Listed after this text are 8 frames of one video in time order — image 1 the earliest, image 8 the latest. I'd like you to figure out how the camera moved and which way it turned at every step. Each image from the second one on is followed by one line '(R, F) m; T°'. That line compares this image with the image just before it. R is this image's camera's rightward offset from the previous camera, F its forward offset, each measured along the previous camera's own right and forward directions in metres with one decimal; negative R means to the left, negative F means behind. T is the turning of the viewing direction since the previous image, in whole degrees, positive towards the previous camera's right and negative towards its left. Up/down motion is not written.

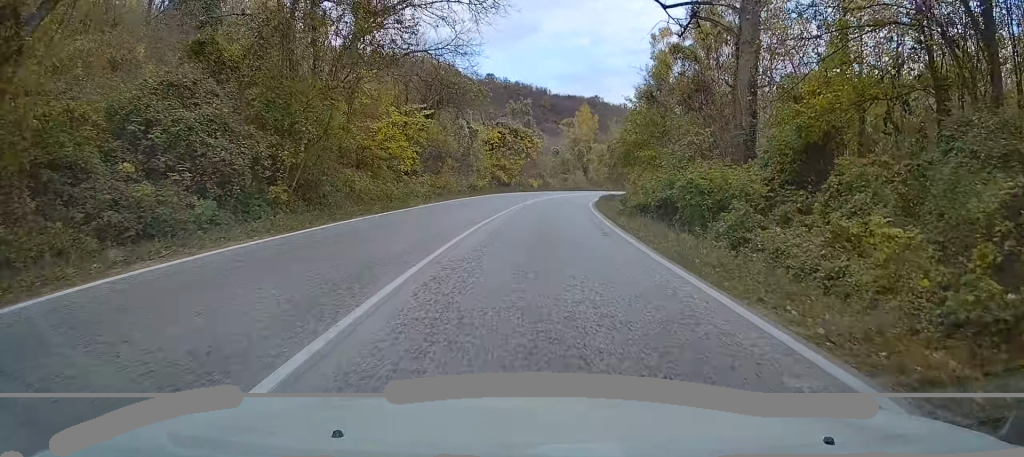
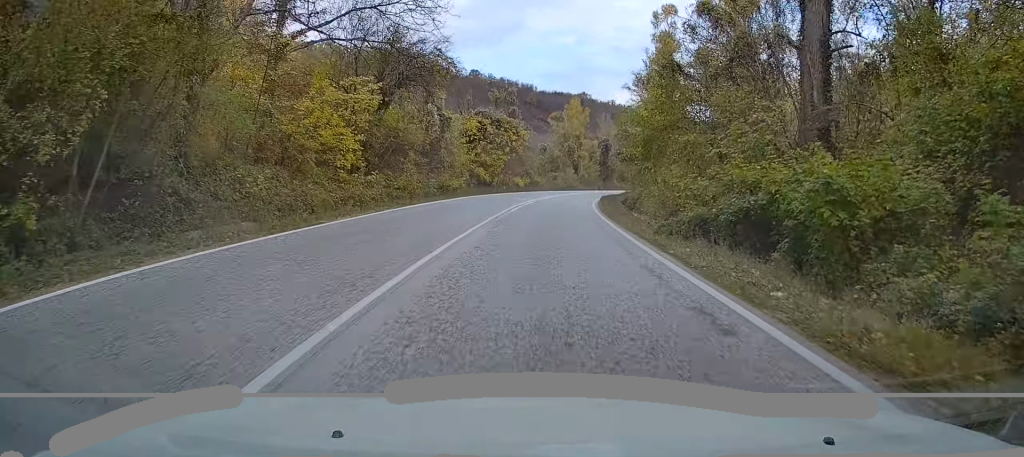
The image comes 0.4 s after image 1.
(-0.2, +10.5) m; +1°
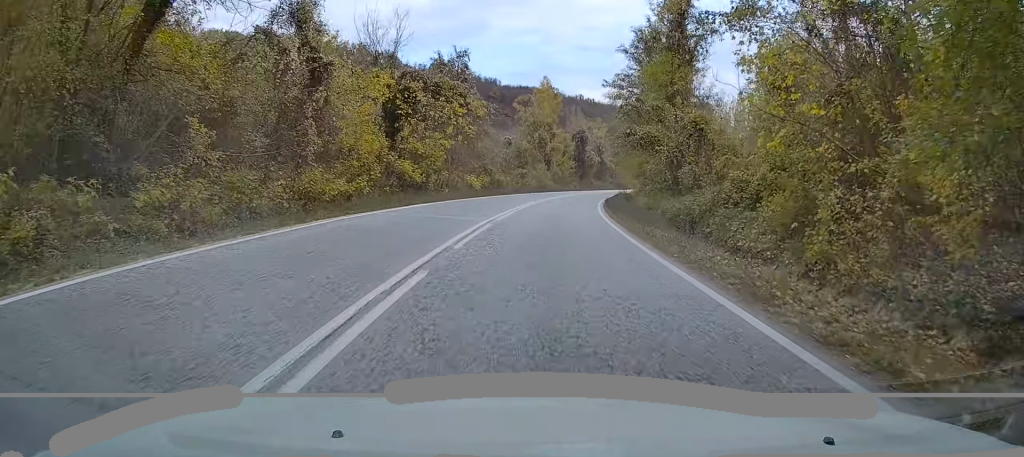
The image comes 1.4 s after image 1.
(+0.5, +22.4) m; +3°
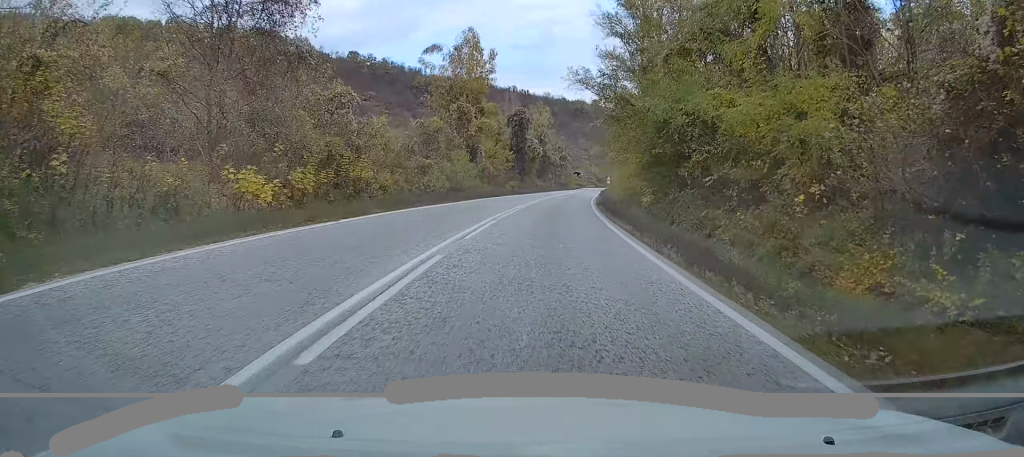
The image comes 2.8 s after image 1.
(+1.2, +34.3) m; +4°
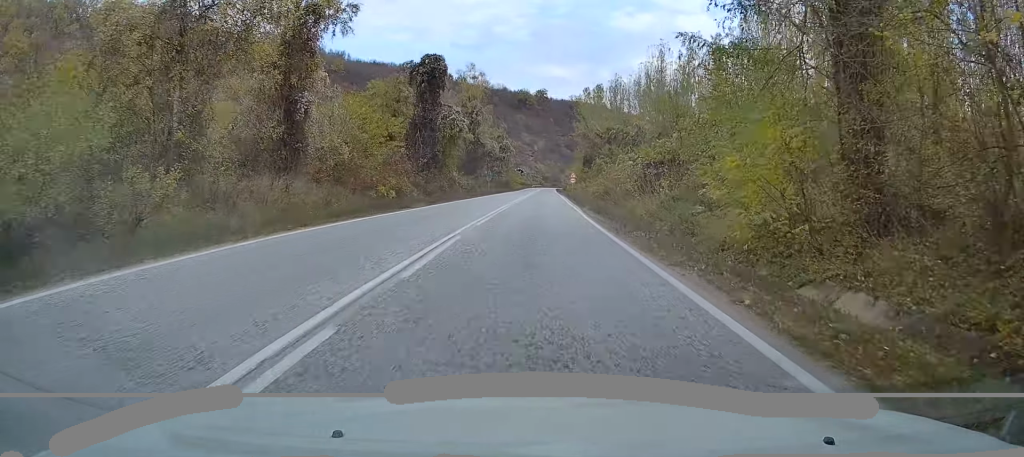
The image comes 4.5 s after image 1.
(+2.4, +41.9) m; +6°
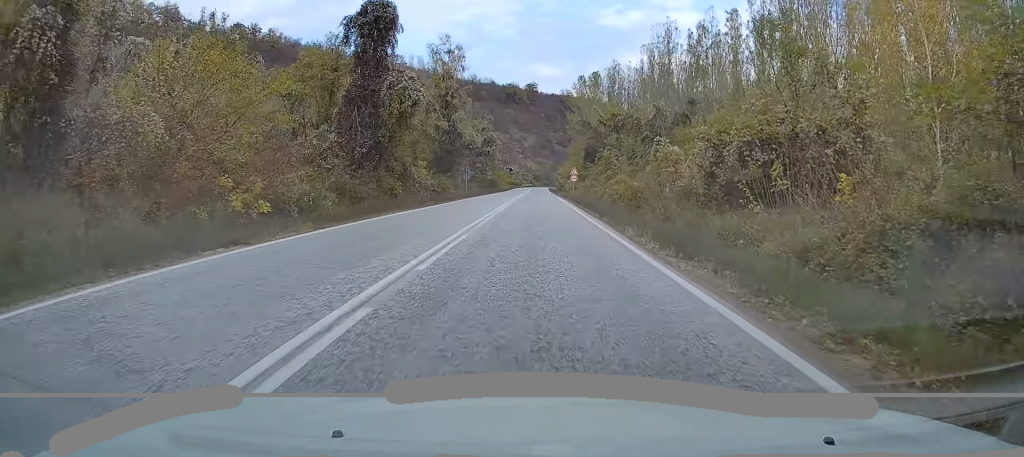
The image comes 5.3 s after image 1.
(+0.4, +17.7) m; +2°
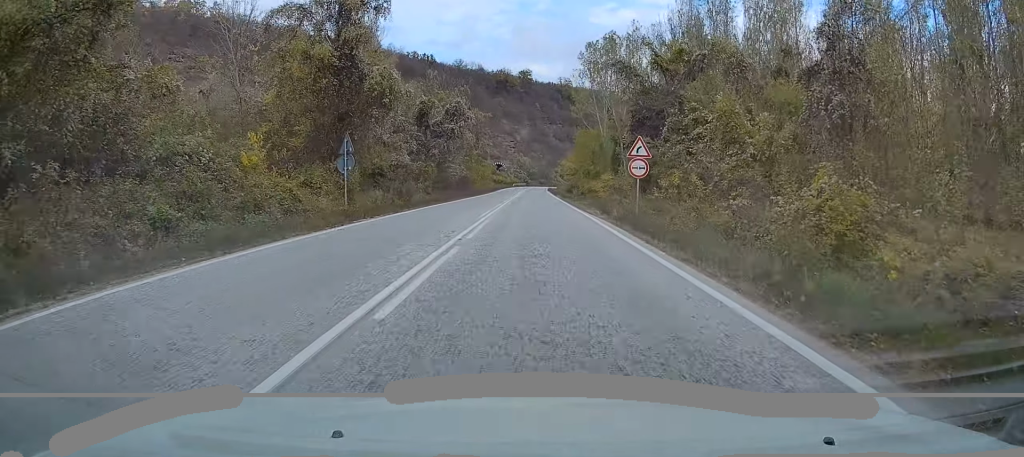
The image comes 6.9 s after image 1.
(+0.9, +39.9) m; +1°
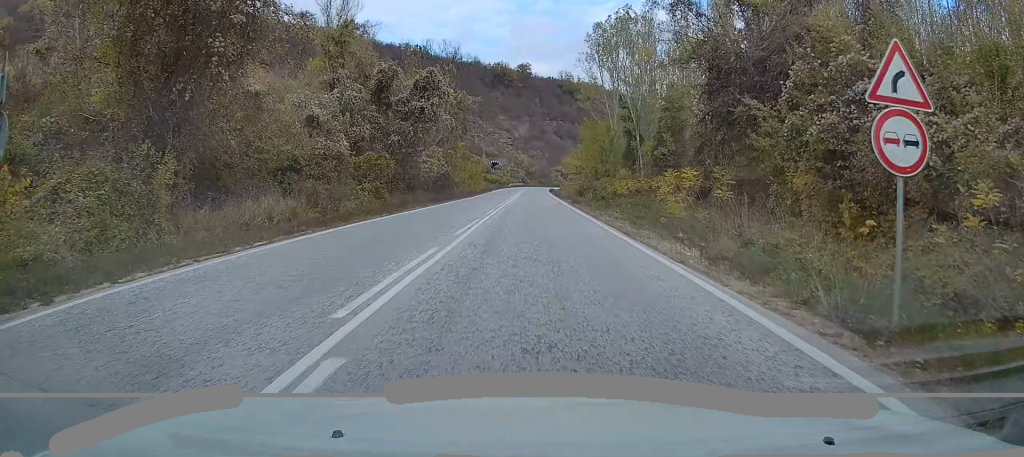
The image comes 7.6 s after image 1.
(-0.1, +16.7) m; 0°
